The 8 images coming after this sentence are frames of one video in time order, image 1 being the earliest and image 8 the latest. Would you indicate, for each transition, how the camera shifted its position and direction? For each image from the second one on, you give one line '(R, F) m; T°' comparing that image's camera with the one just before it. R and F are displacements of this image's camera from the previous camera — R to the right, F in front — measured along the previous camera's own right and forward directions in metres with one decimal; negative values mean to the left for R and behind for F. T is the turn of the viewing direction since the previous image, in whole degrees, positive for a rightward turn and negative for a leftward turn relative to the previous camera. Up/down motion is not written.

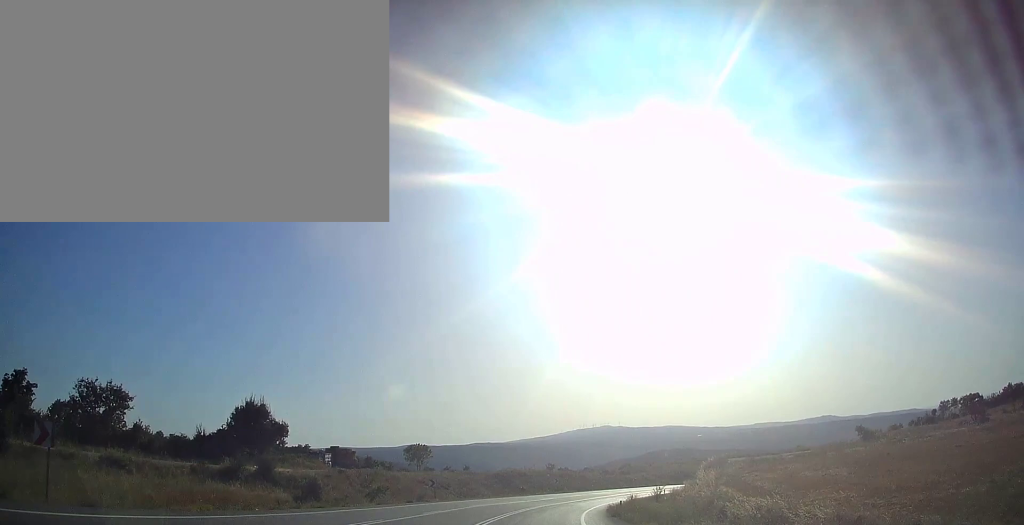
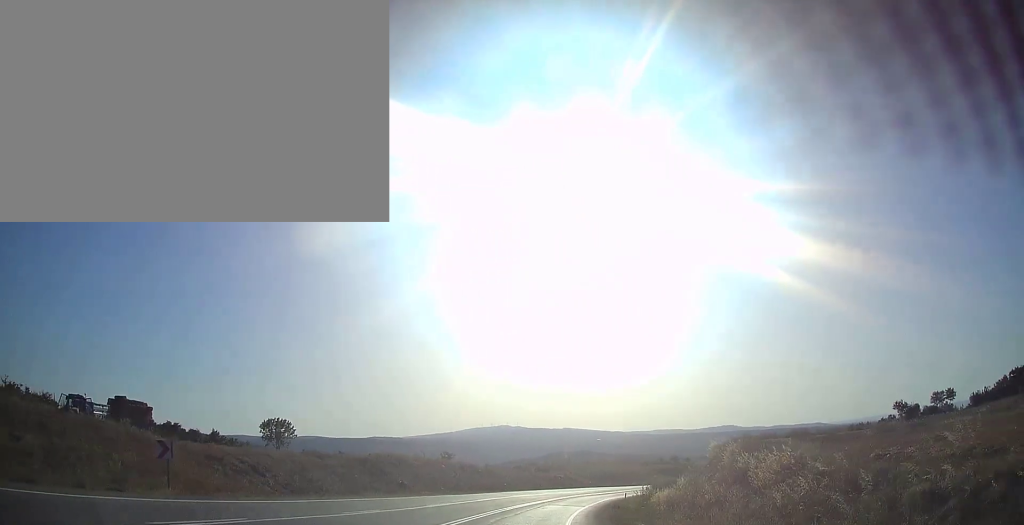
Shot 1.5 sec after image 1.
(+2.3, +30.6) m; +9°
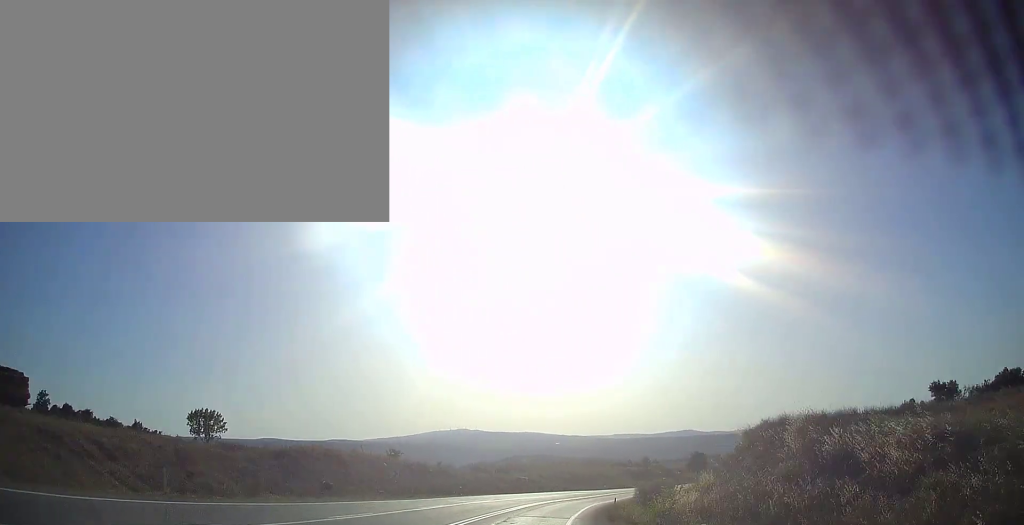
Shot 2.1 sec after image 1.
(+0.5, +12.2) m; +4°
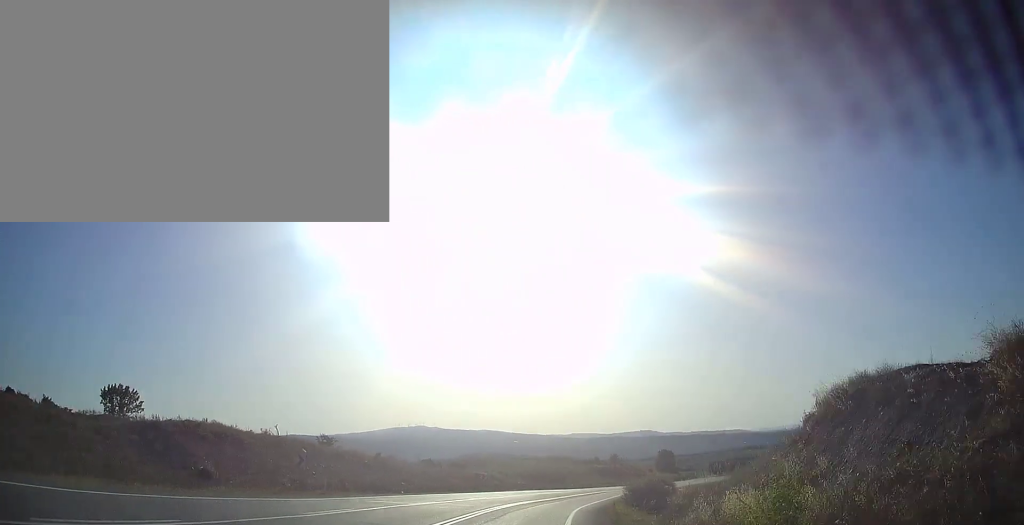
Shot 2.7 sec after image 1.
(+0.1, +12.8) m; +5°
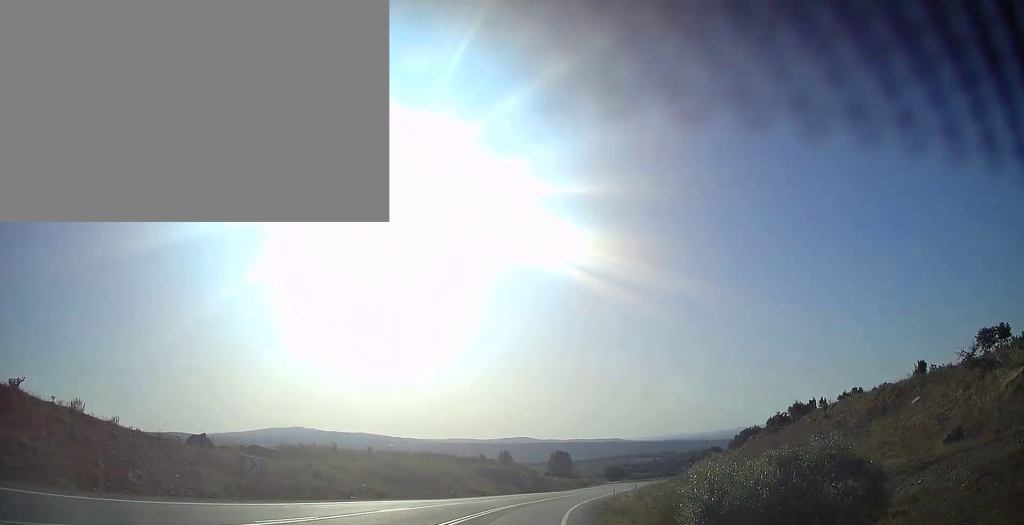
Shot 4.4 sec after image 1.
(+3.8, +34.3) m; +11°
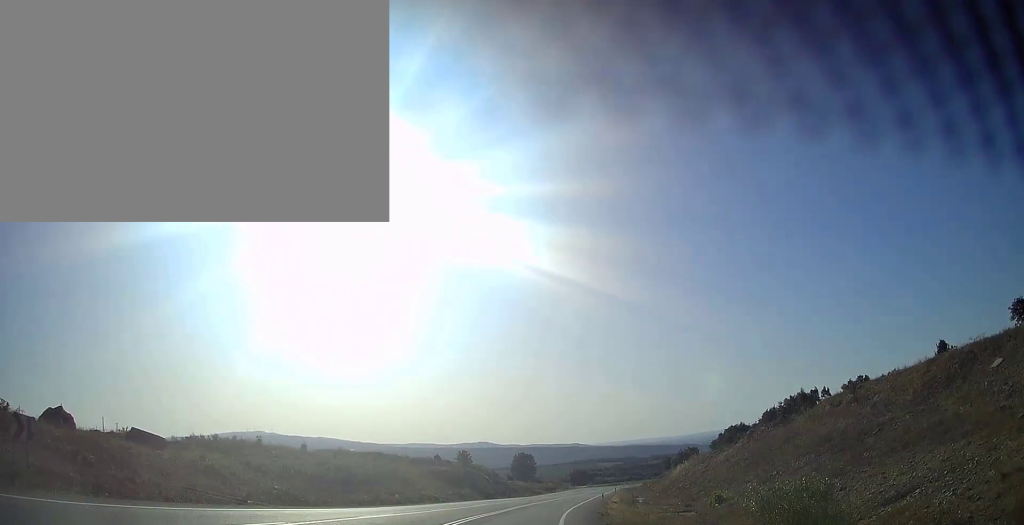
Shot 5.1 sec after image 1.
(+0.5, +13.4) m; +4°
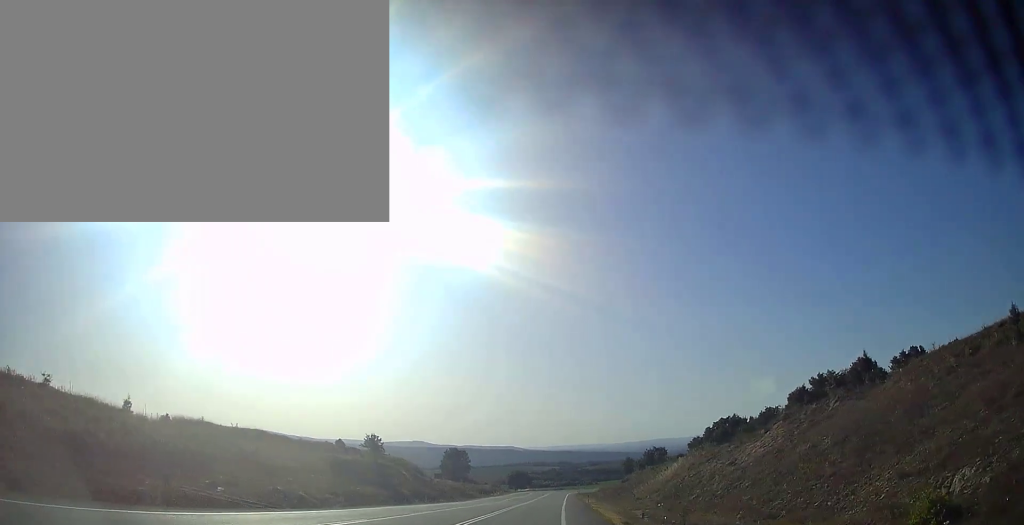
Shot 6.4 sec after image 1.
(+1.7, +25.7) m; +7°
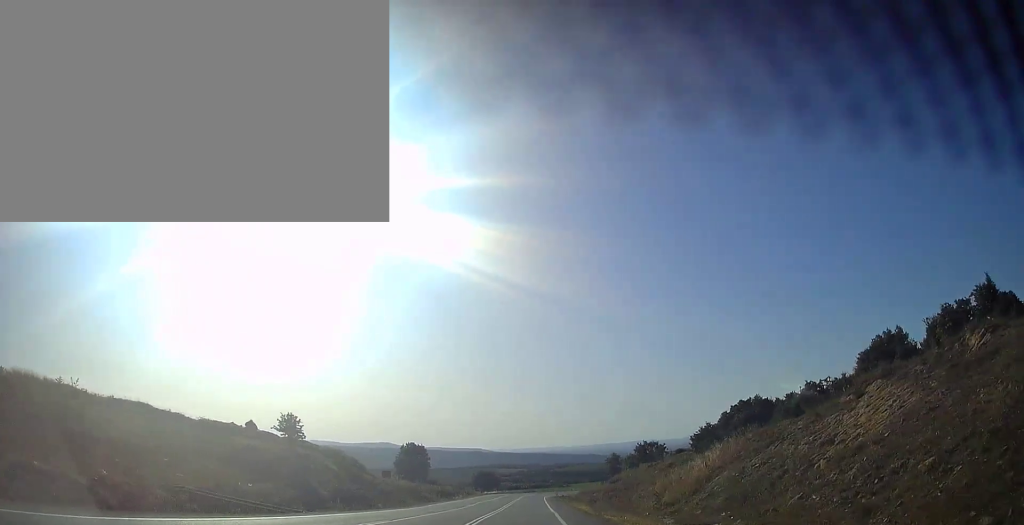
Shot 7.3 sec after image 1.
(+0.7, +19.3) m; +4°
